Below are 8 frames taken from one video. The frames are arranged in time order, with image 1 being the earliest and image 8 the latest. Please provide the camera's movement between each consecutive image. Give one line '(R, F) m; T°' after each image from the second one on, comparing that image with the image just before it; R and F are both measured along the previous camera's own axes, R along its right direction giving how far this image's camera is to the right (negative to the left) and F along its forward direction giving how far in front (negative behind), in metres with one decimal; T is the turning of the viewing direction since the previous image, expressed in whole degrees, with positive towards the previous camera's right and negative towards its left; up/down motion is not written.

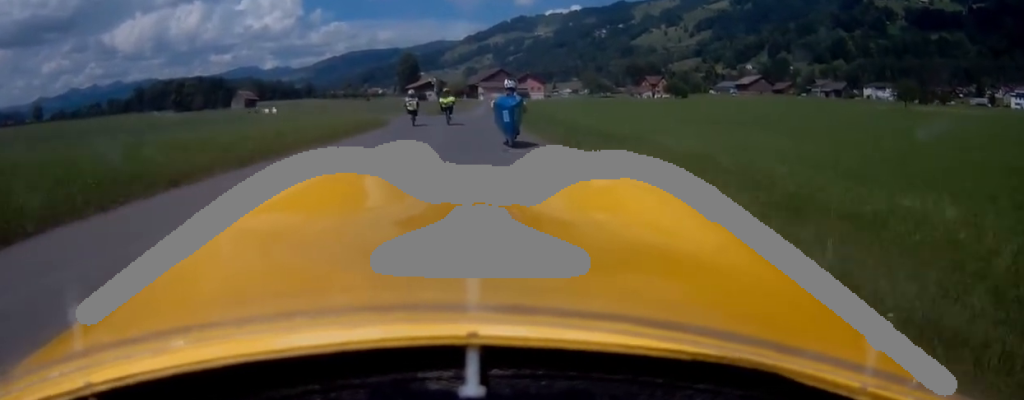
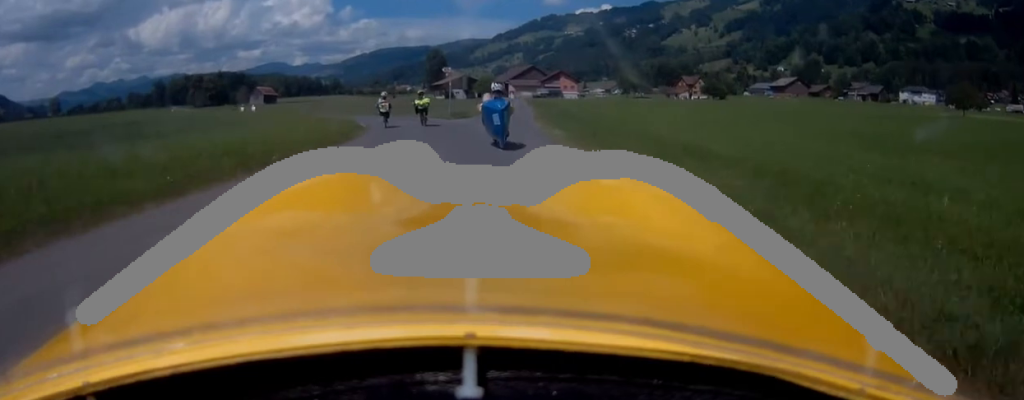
(-0.3, +10.6) m; -5°
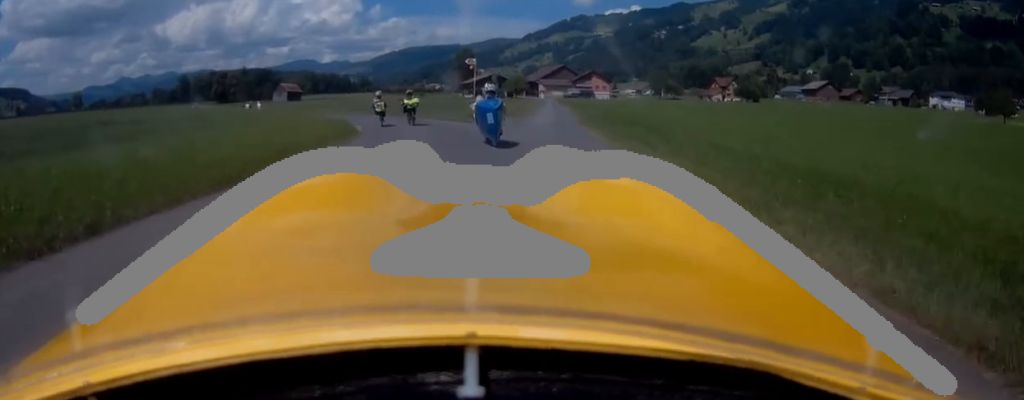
(-0.2, +5.4) m; -3°
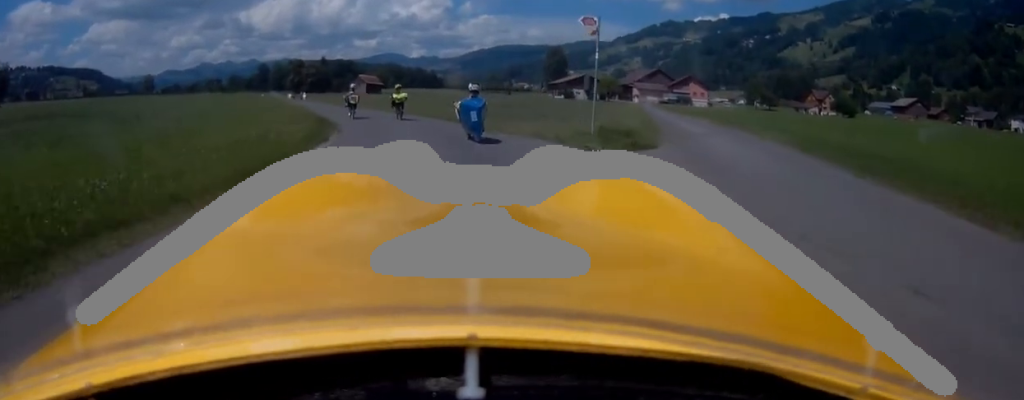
(-0.7, +12.3) m; -9°
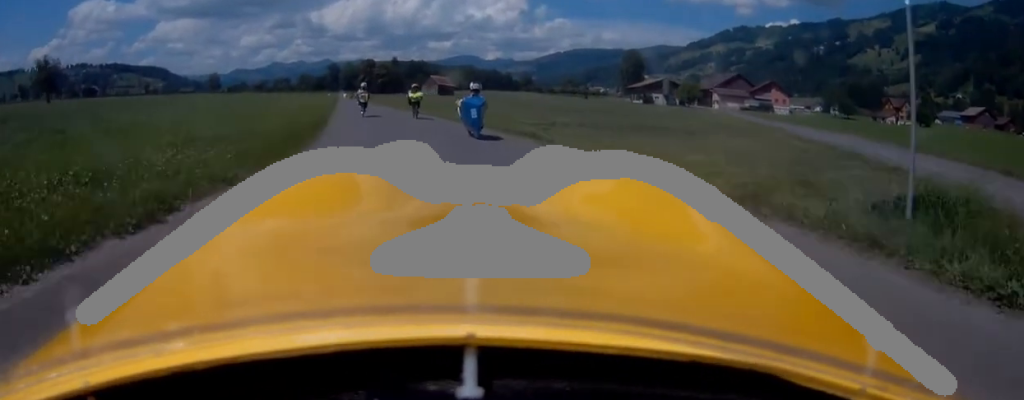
(-0.6, +7.8) m; -7°
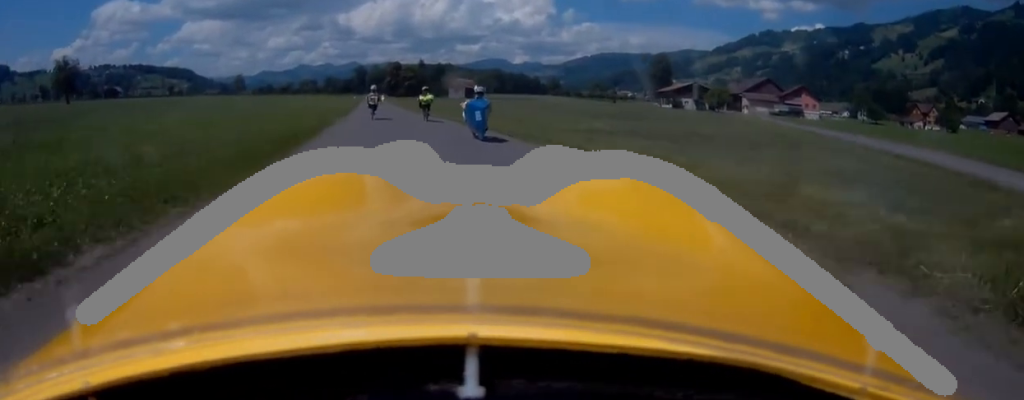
(-0.1, +2.9) m; -2°
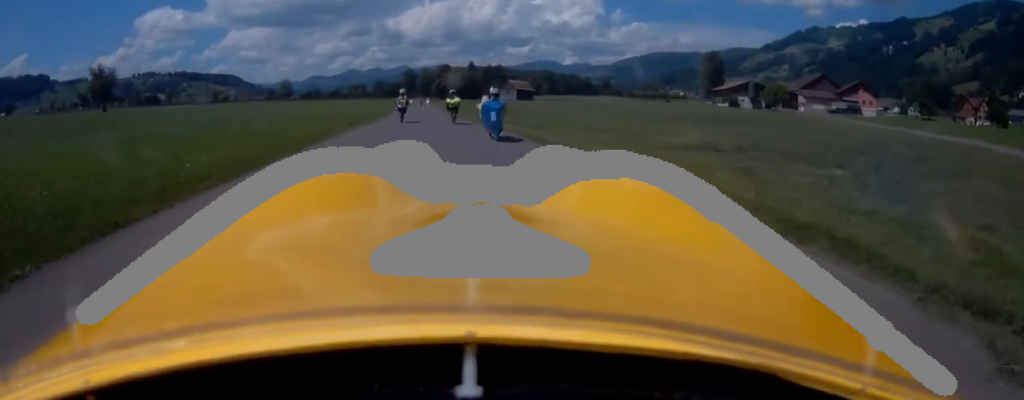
(-0.2, +5.6) m; -4°
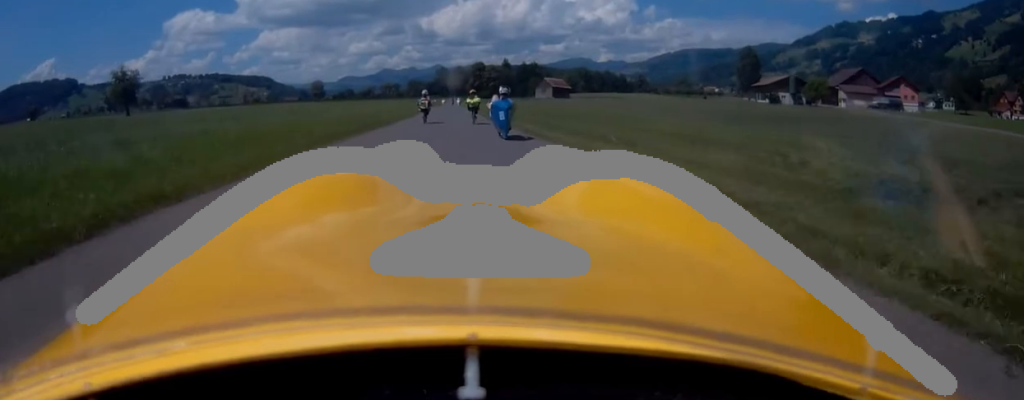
(-0.2, +5.9) m; -3°
